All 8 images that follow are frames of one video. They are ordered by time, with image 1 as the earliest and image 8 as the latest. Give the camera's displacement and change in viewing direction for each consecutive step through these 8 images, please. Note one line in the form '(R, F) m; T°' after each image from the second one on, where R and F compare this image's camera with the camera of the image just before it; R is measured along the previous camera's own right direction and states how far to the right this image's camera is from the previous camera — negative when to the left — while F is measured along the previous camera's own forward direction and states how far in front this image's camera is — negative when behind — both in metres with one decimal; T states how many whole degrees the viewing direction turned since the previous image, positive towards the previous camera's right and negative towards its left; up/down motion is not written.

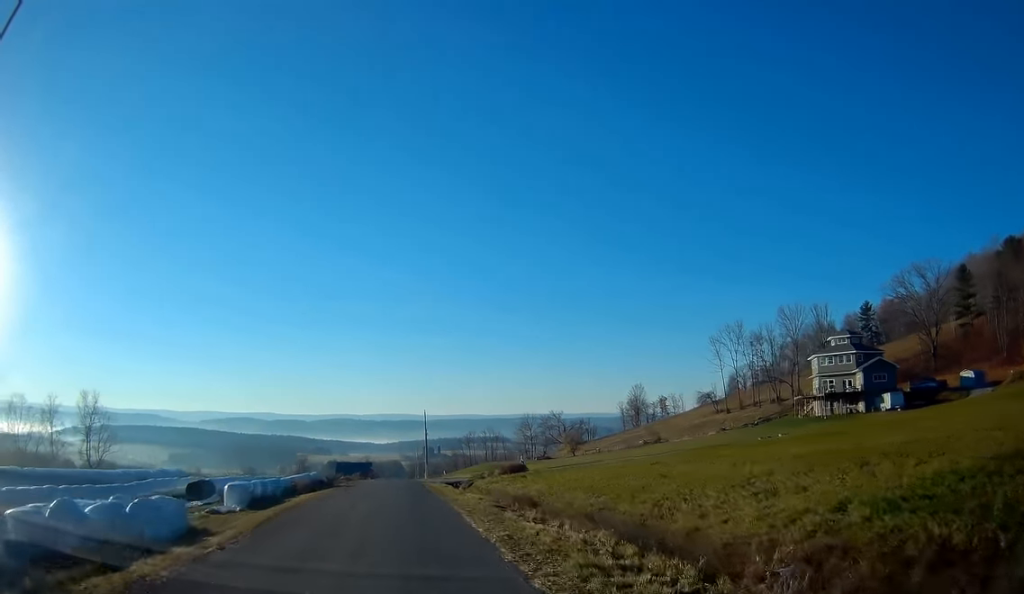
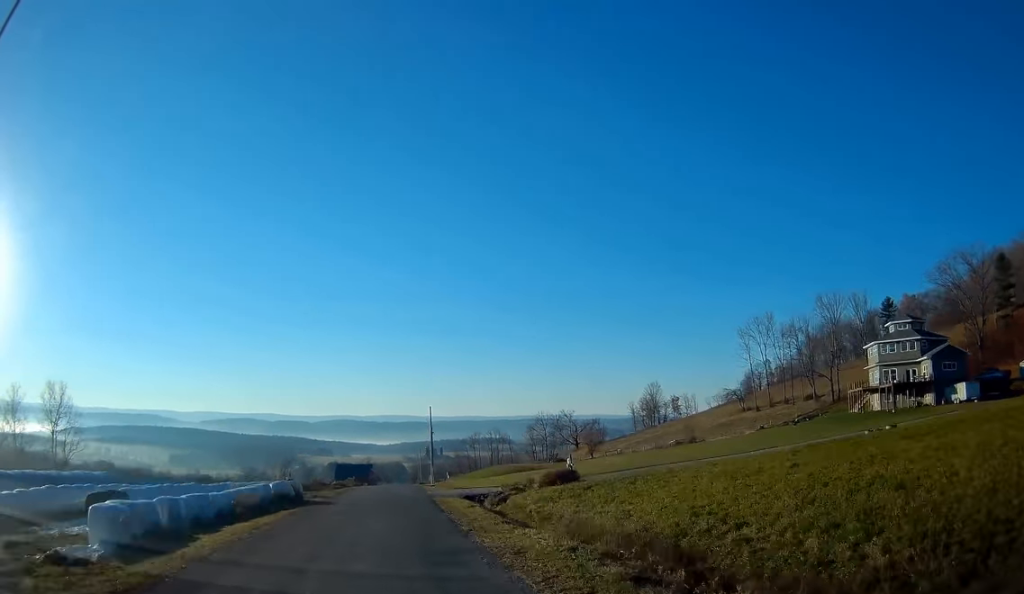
(+0.2, +13.5) m; 0°
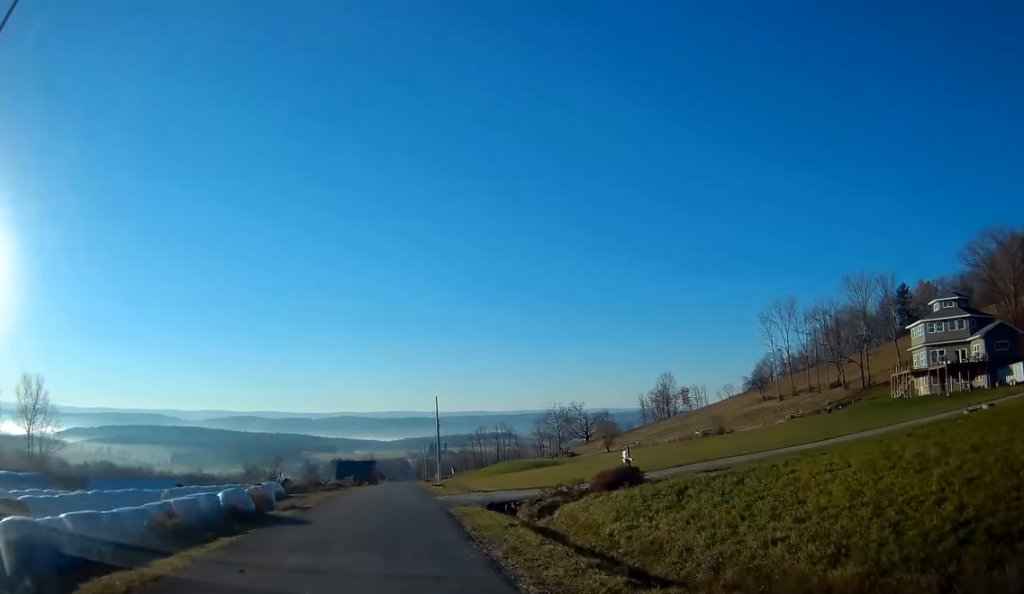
(-0.2, +8.8) m; -1°
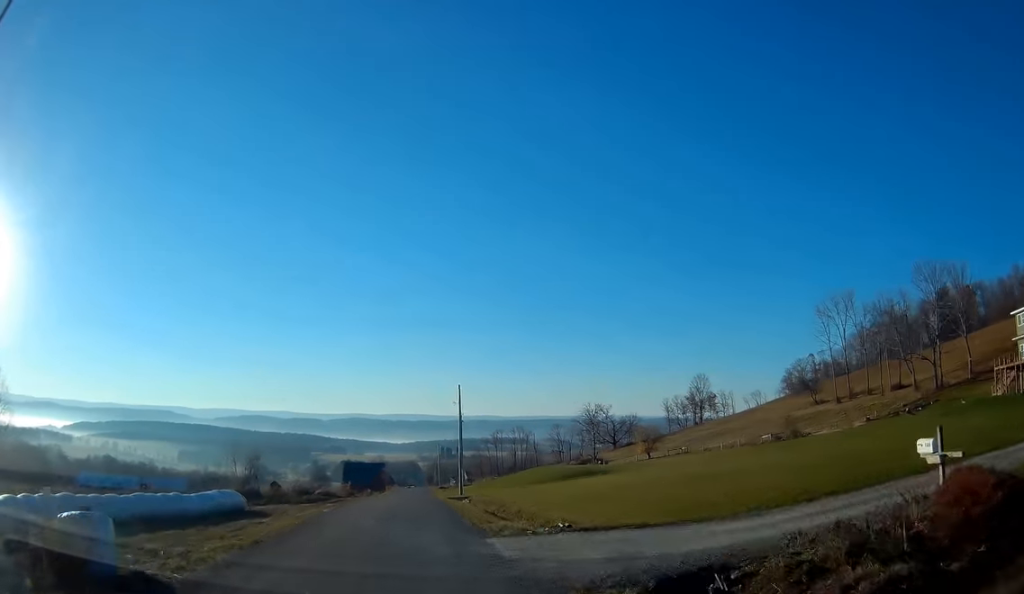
(-0.1, +16.9) m; 0°
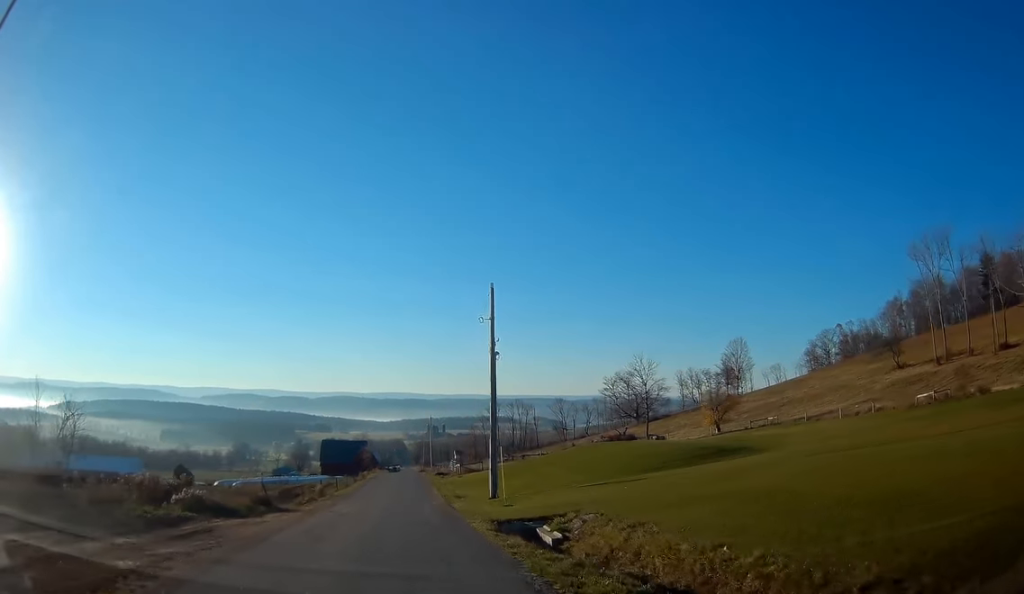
(0.0, +31.8) m; 0°
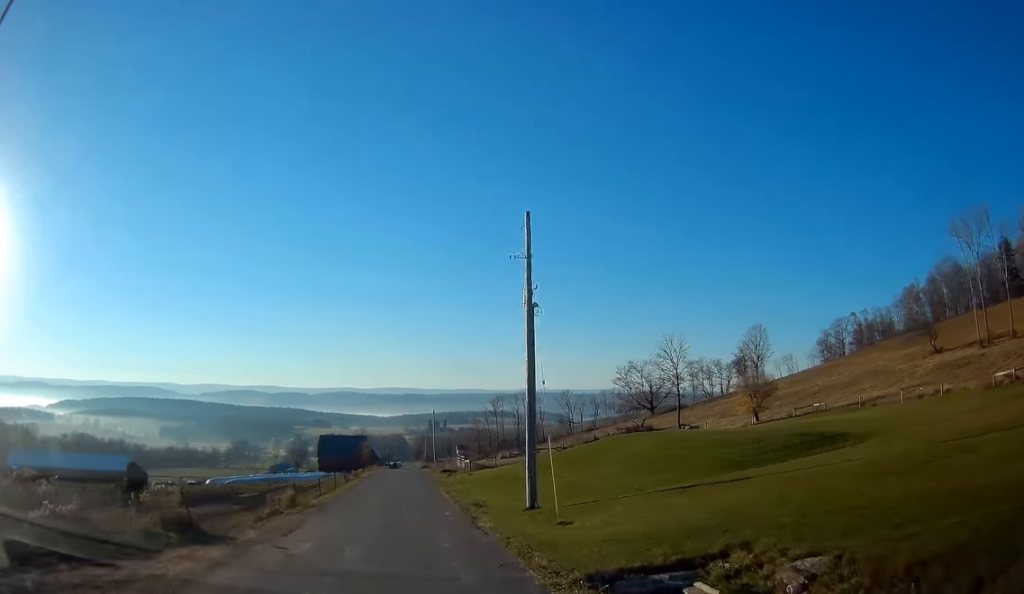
(0.0, +9.9) m; 0°
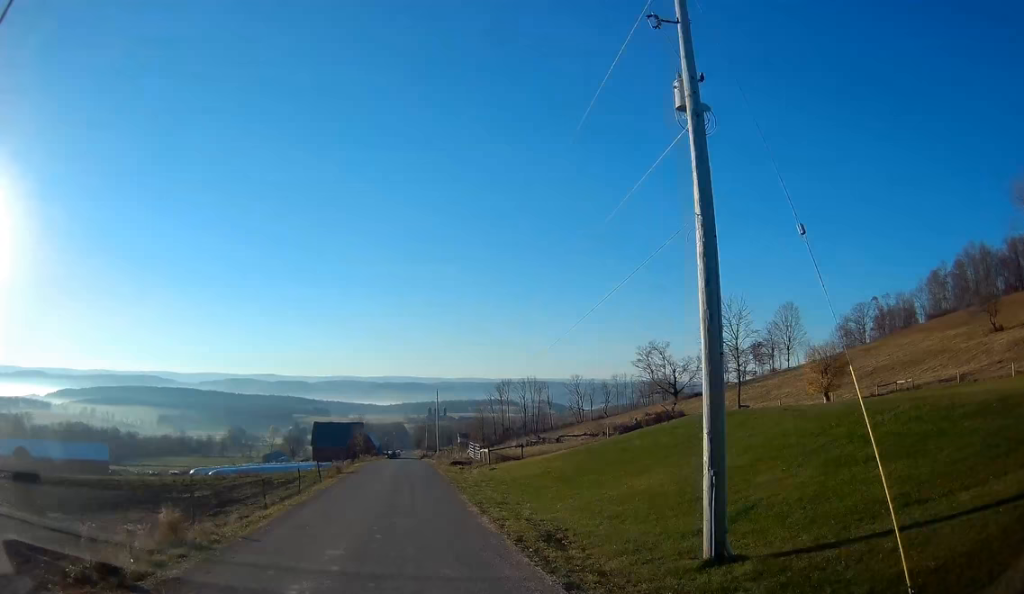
(0.0, +14.5) m; 0°
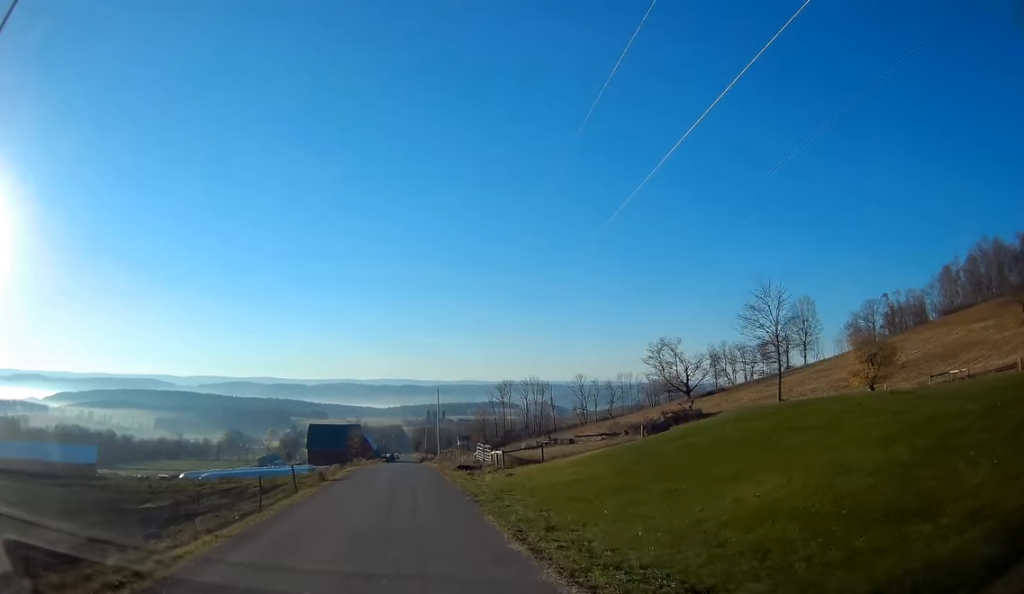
(0.0, +7.6) m; 0°
